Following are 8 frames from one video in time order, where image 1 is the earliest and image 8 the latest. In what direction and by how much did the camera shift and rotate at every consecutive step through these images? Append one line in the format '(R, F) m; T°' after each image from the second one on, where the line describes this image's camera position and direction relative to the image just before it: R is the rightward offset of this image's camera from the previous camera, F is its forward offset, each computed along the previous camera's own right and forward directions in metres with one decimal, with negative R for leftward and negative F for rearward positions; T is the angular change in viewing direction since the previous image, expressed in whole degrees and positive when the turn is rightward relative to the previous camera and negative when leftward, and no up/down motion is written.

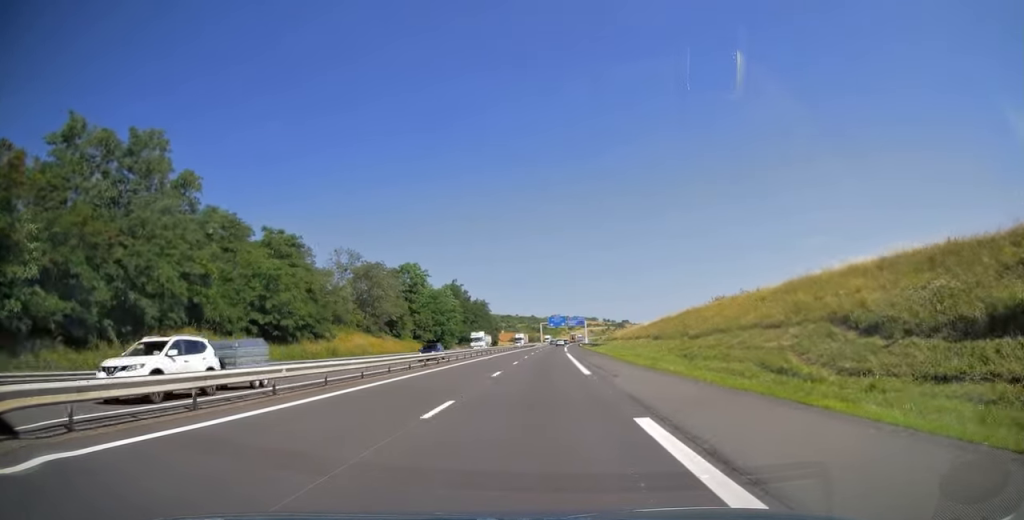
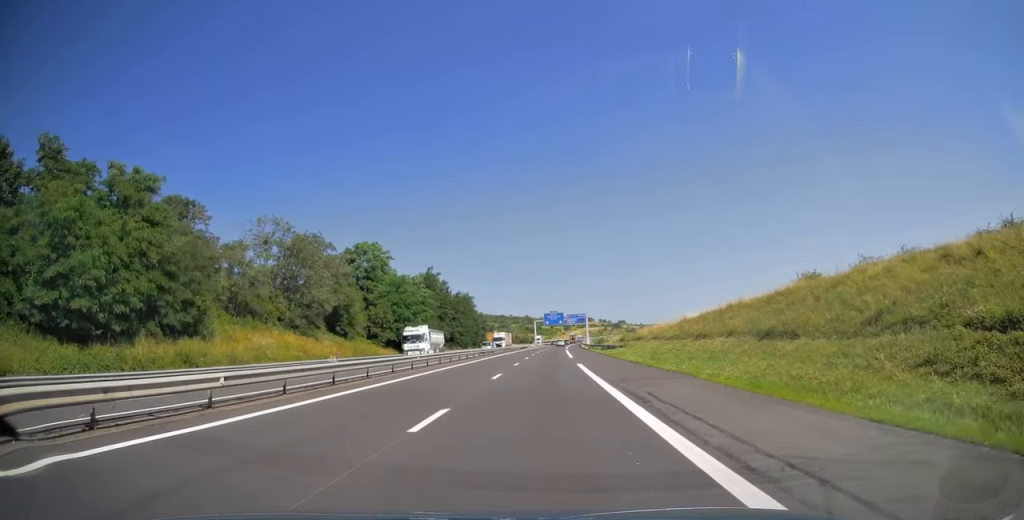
(+0.1, +27.5) m; 0°
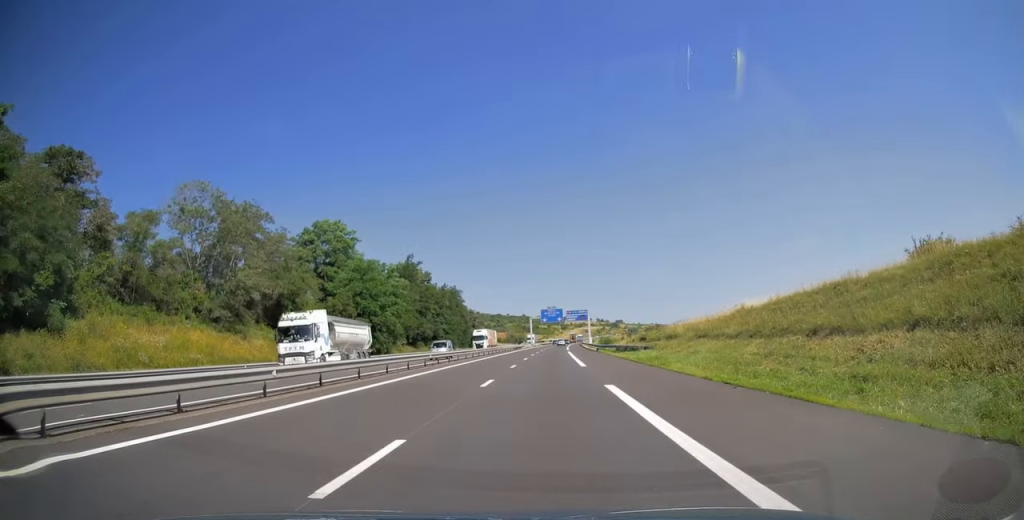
(+0.1, +17.2) m; 0°
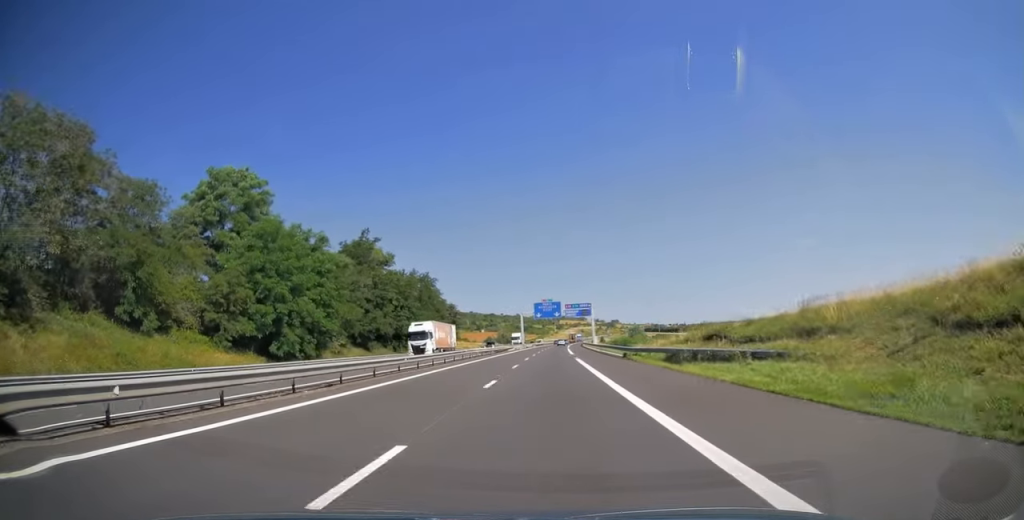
(+0.1, +26.4) m; +1°
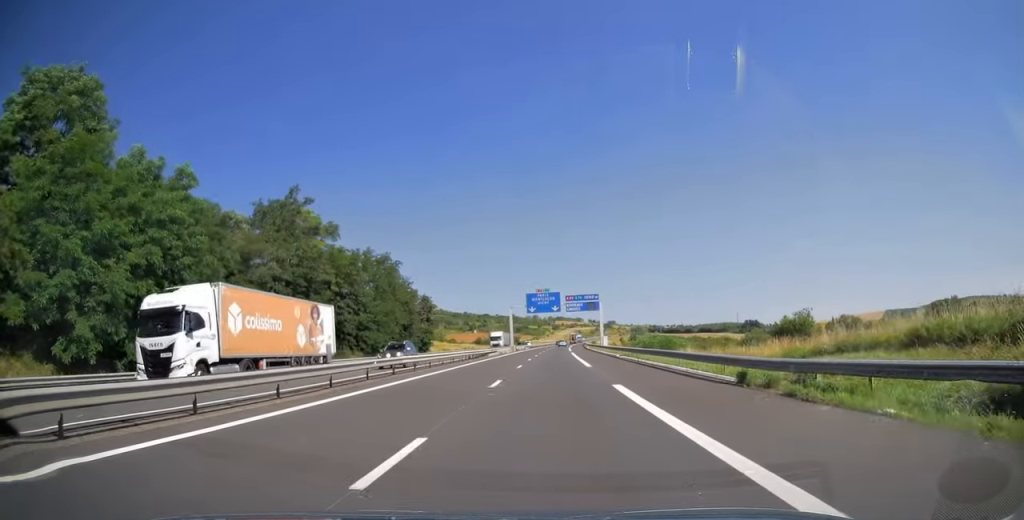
(+0.1, +25.3) m; +1°
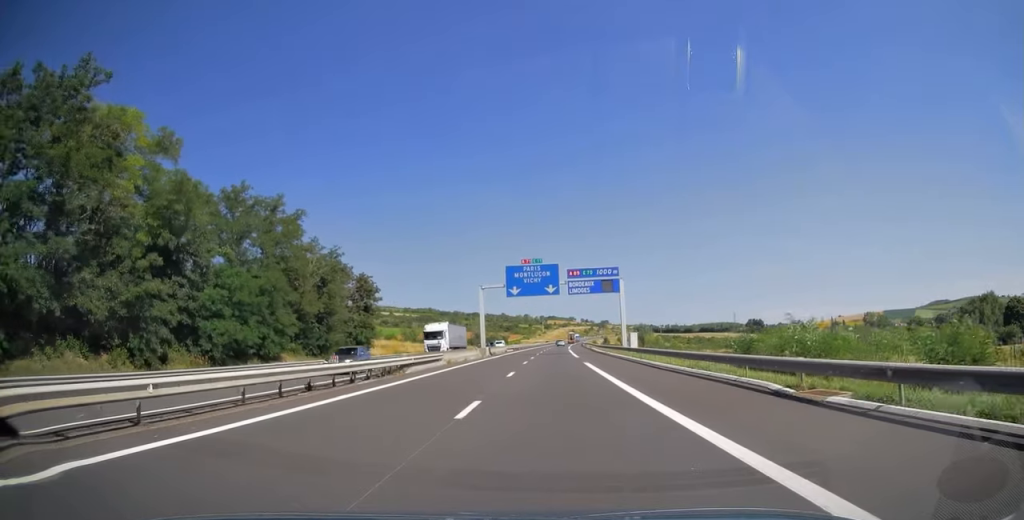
(+0.2, +34.0) m; +1°
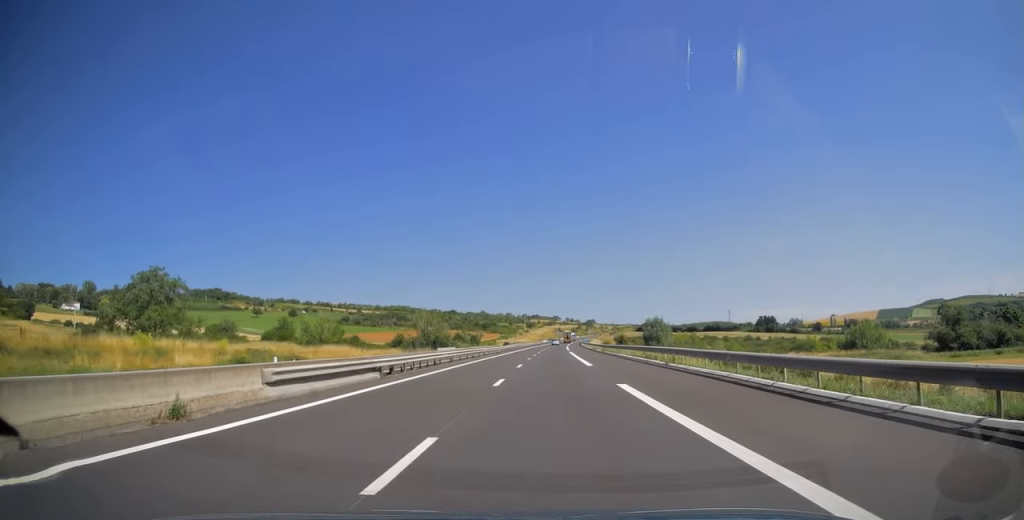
(+0.8, +70.6) m; +1°
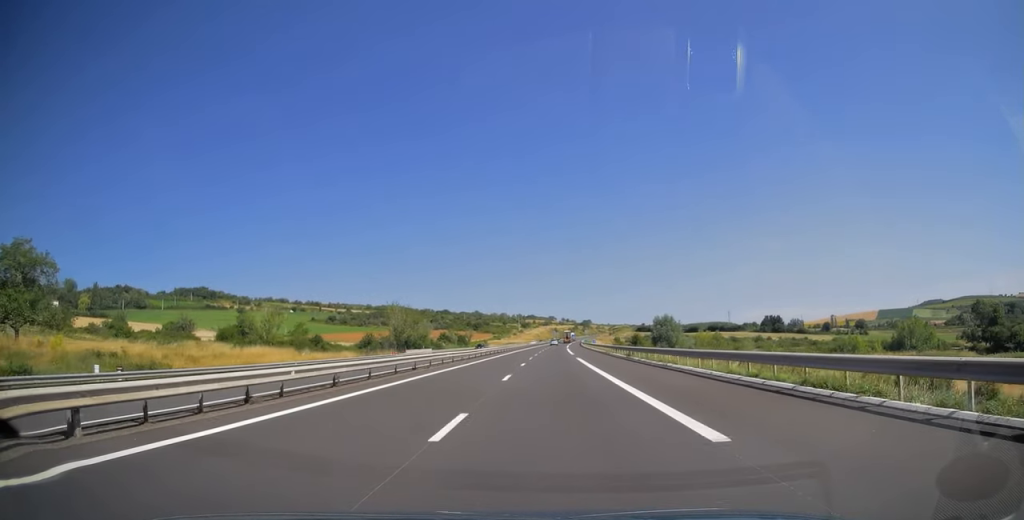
(+0.1, +23.2) m; 0°
